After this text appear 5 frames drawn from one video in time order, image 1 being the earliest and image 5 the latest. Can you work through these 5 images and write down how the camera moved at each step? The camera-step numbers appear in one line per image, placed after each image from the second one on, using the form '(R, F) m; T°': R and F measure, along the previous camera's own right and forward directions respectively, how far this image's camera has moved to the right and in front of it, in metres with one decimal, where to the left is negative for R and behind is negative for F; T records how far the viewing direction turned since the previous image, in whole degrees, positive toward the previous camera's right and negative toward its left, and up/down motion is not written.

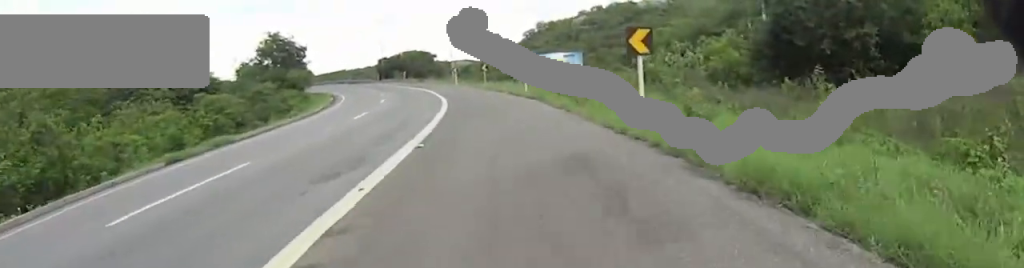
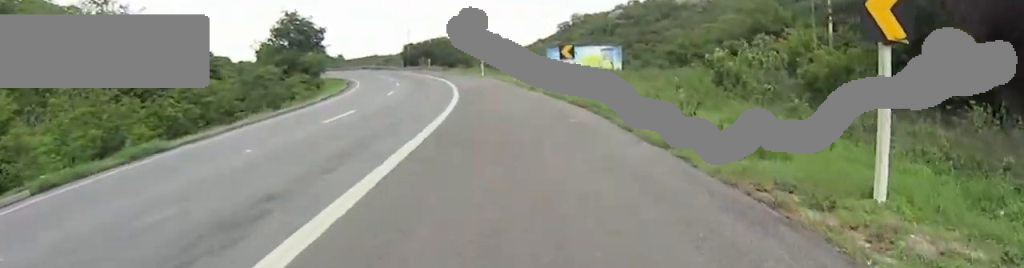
(-0.4, +9.8) m; -3°
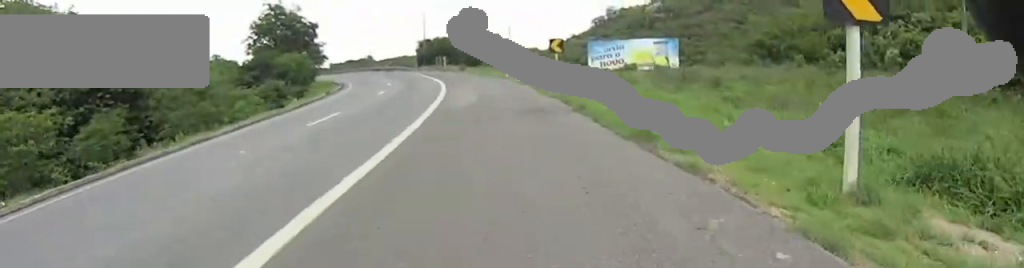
(-1.3, +24.1) m; -7°
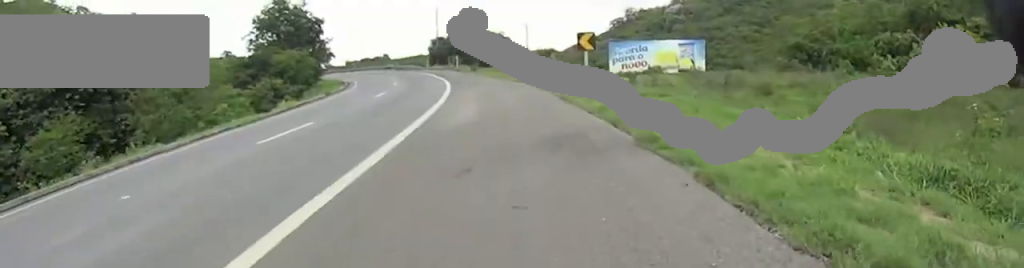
(-0.6, +5.5) m; -1°
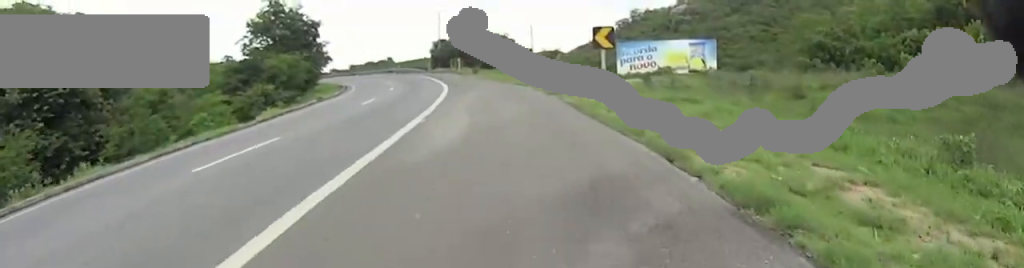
(+0.3, +3.5) m; -3°
